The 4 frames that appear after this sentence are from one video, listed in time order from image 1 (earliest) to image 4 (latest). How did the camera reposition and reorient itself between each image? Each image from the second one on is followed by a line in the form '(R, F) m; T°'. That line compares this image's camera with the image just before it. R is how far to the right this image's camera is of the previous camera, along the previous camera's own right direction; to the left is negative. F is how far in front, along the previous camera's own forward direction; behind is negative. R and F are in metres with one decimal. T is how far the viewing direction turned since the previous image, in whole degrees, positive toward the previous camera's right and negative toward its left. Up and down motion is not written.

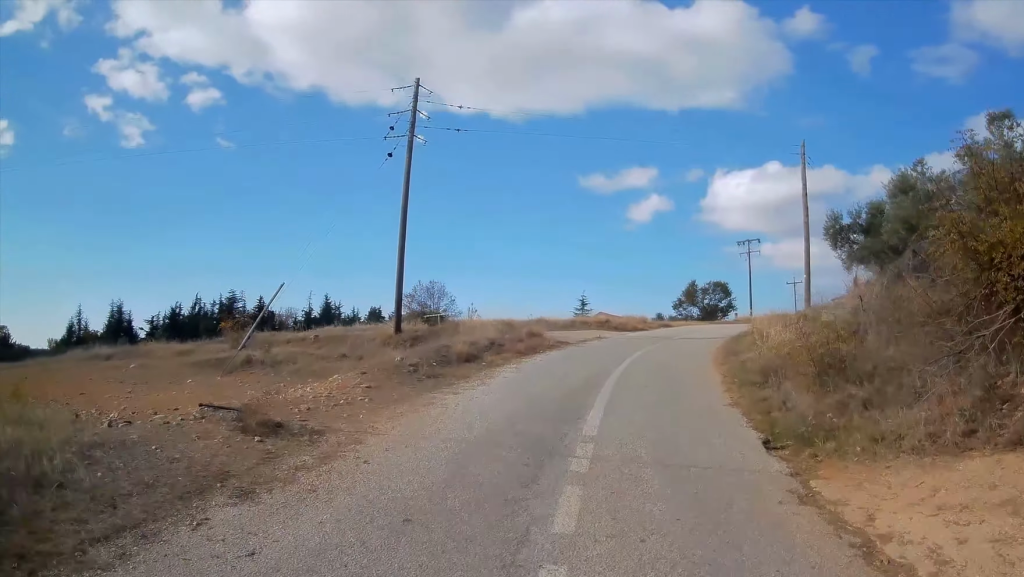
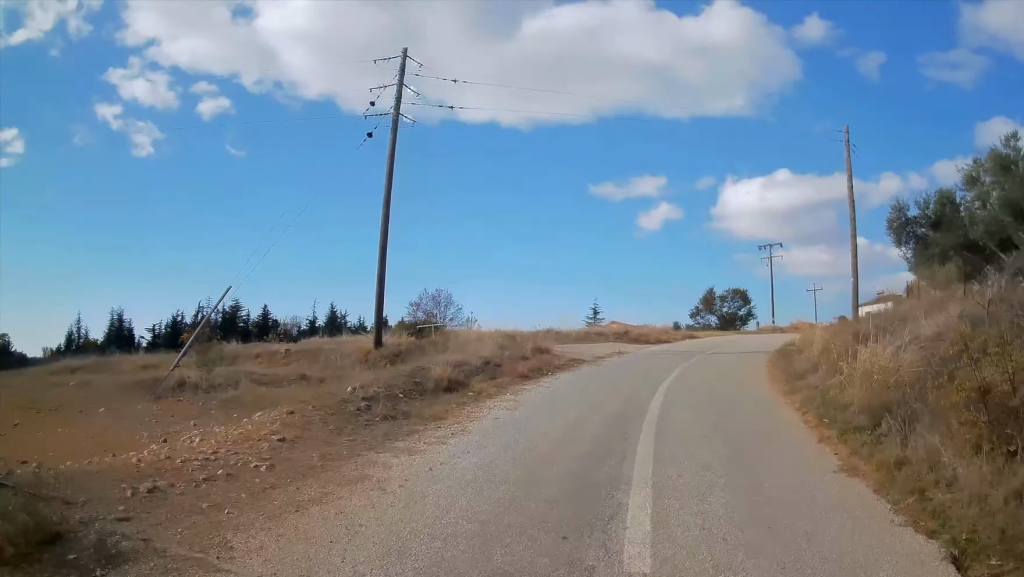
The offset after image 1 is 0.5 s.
(0.0, +4.1) m; +3°
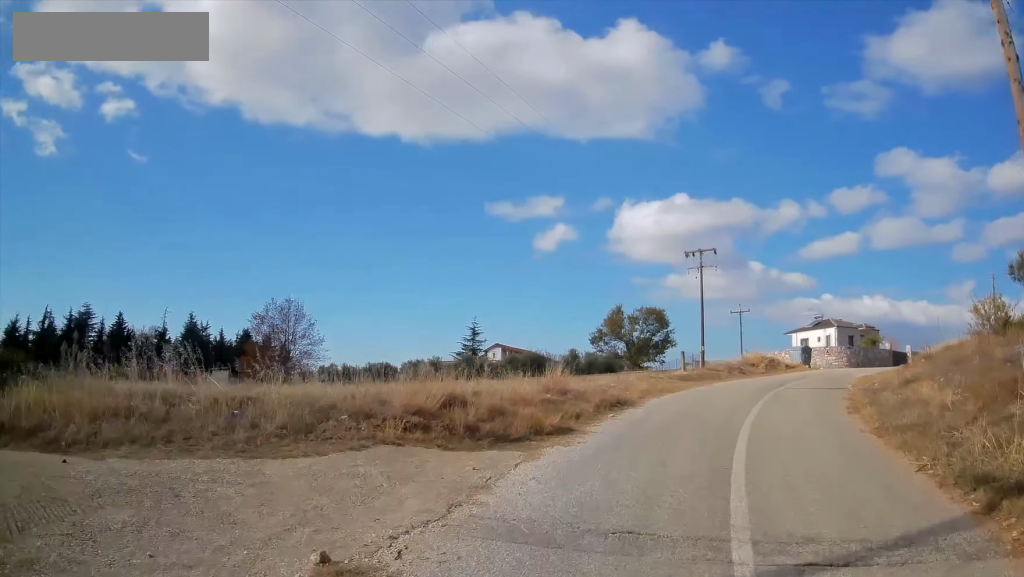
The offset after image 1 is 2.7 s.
(+3.0, +17.5) m; +17°
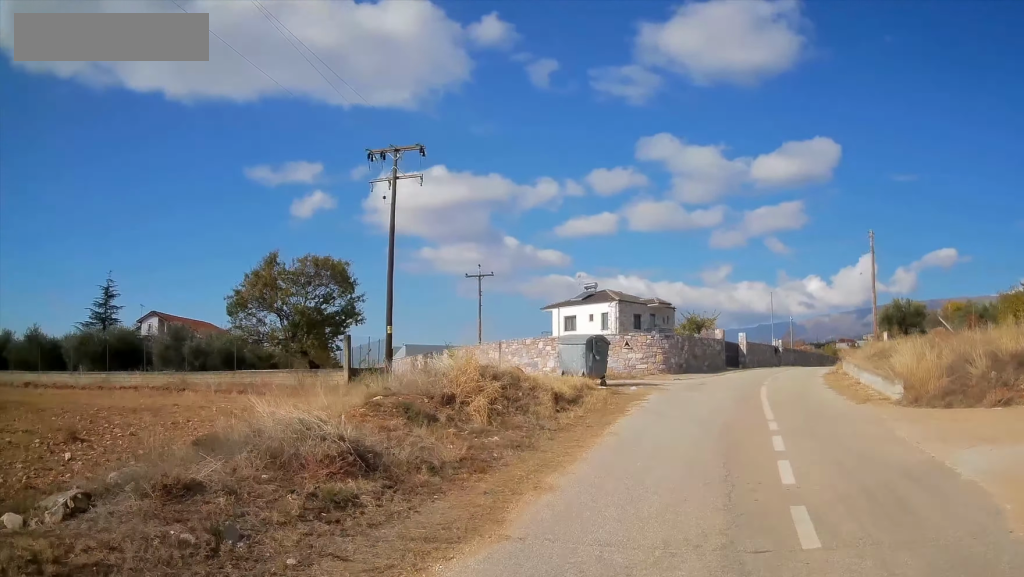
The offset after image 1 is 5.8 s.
(+0.1, +25.7) m; 0°
